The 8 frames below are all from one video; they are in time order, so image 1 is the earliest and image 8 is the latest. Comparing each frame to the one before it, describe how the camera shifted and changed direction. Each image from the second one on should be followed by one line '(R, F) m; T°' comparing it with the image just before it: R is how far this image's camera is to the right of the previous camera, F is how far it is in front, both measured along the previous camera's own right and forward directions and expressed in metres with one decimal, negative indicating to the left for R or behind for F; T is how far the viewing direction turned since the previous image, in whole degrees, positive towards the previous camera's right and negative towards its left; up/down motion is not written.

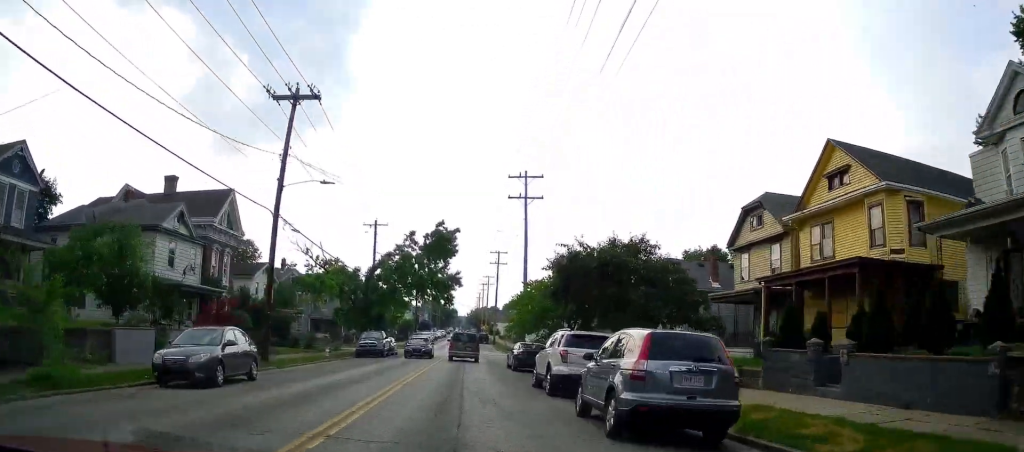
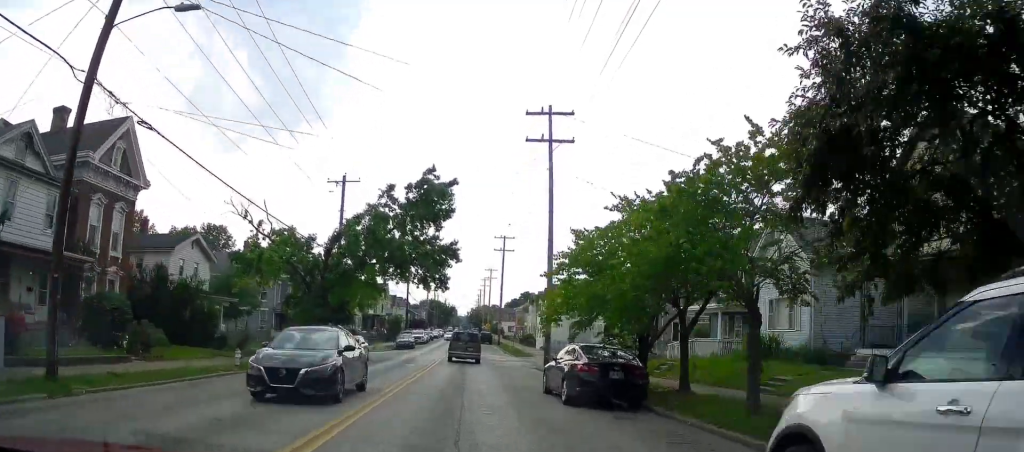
(-0.5, +15.1) m; -2°
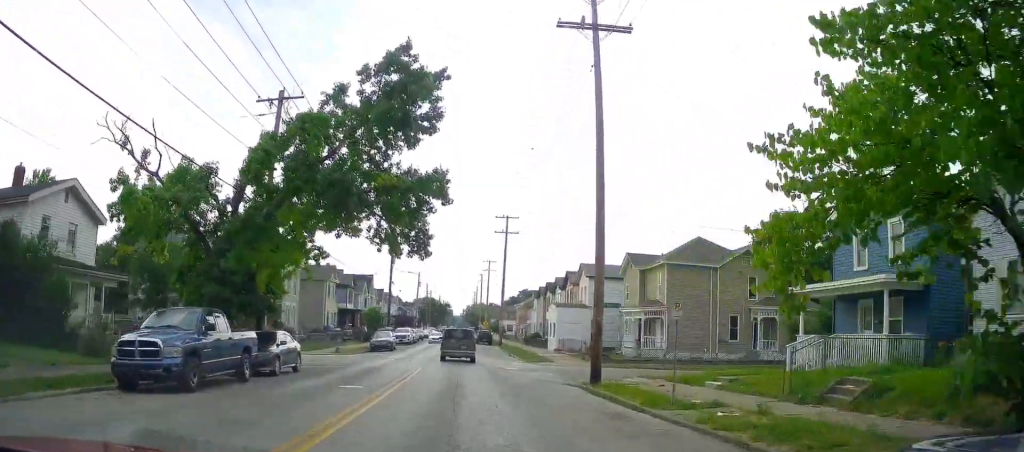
(0.0, +14.5) m; -1°
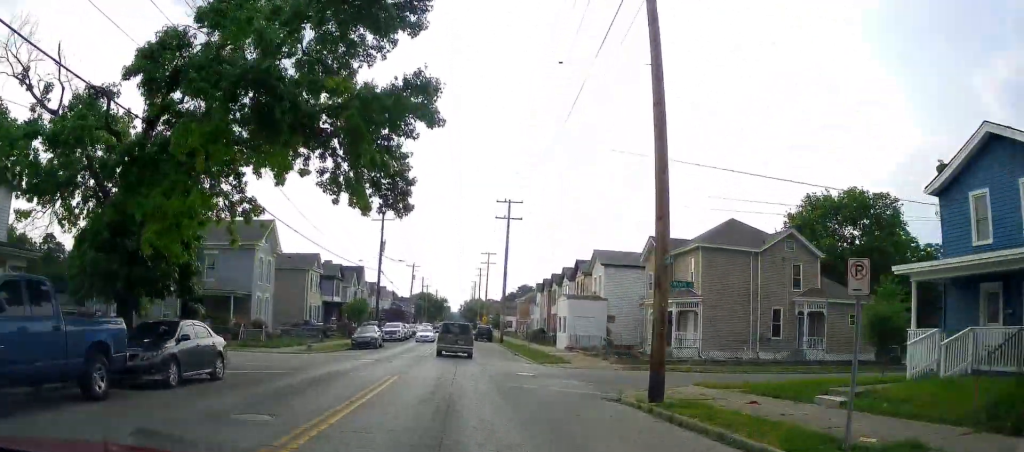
(+0.1, +7.2) m; 0°
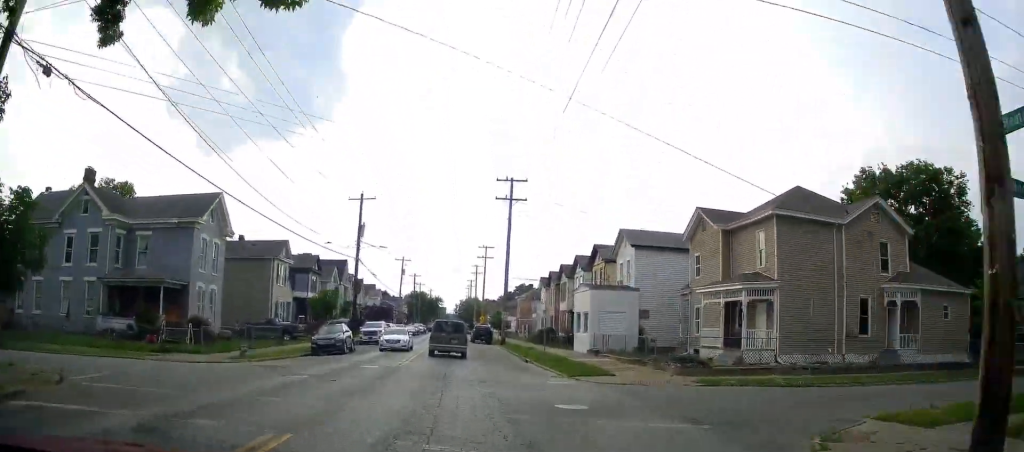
(-0.5, +10.4) m; -1°
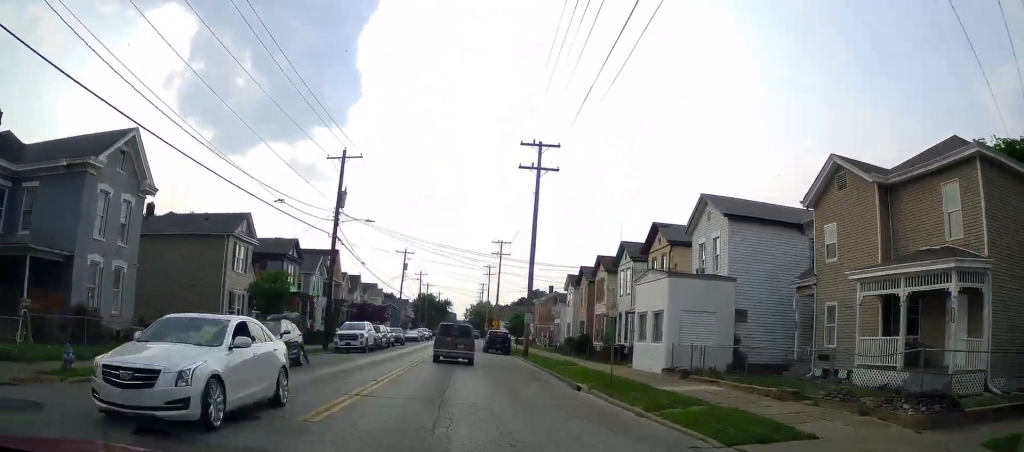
(+0.4, +13.0) m; +1°
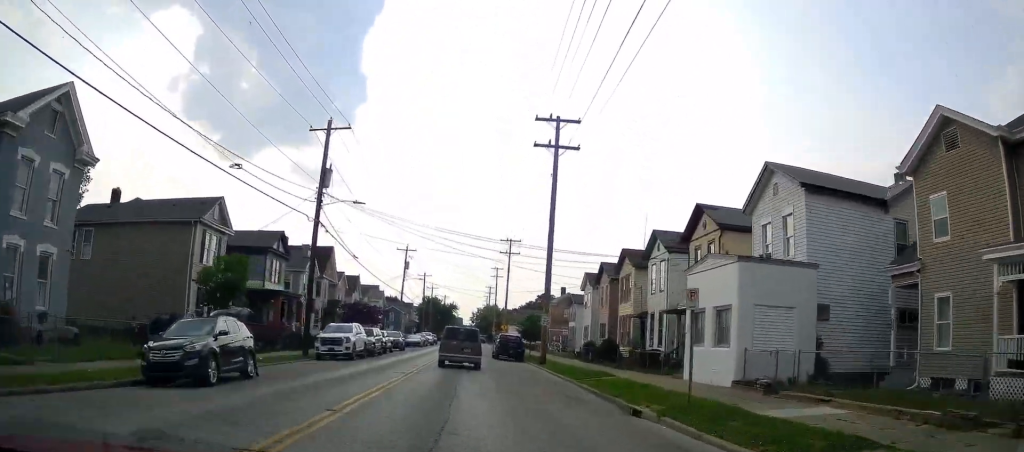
(-0.1, +6.2) m; 0°
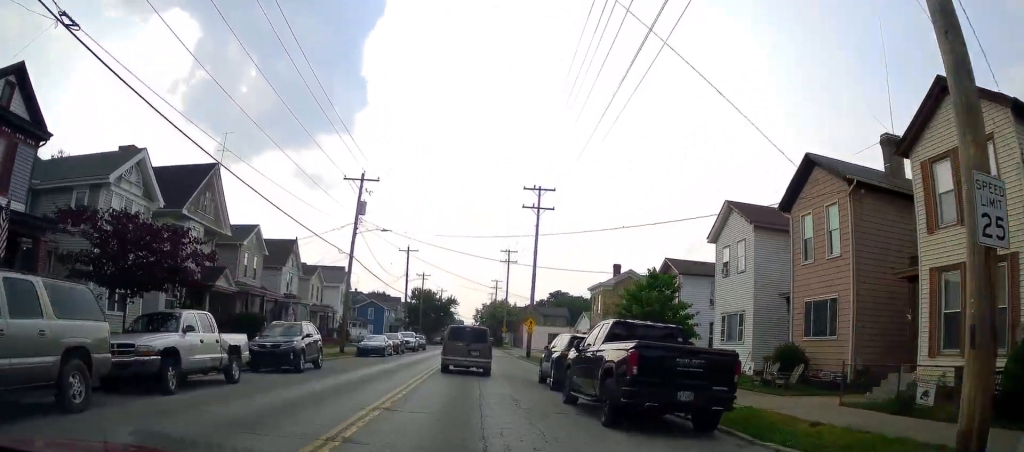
(-0.5, +34.0) m; -1°
